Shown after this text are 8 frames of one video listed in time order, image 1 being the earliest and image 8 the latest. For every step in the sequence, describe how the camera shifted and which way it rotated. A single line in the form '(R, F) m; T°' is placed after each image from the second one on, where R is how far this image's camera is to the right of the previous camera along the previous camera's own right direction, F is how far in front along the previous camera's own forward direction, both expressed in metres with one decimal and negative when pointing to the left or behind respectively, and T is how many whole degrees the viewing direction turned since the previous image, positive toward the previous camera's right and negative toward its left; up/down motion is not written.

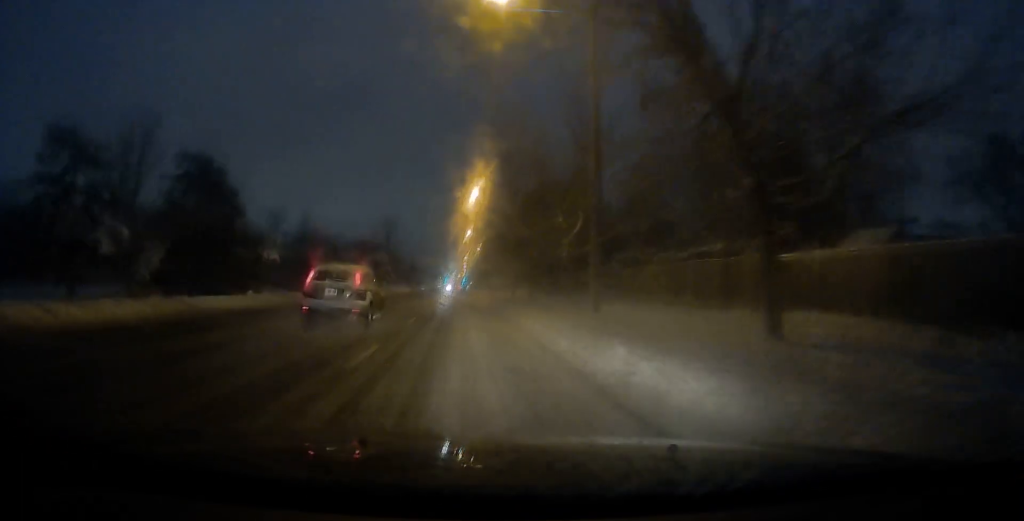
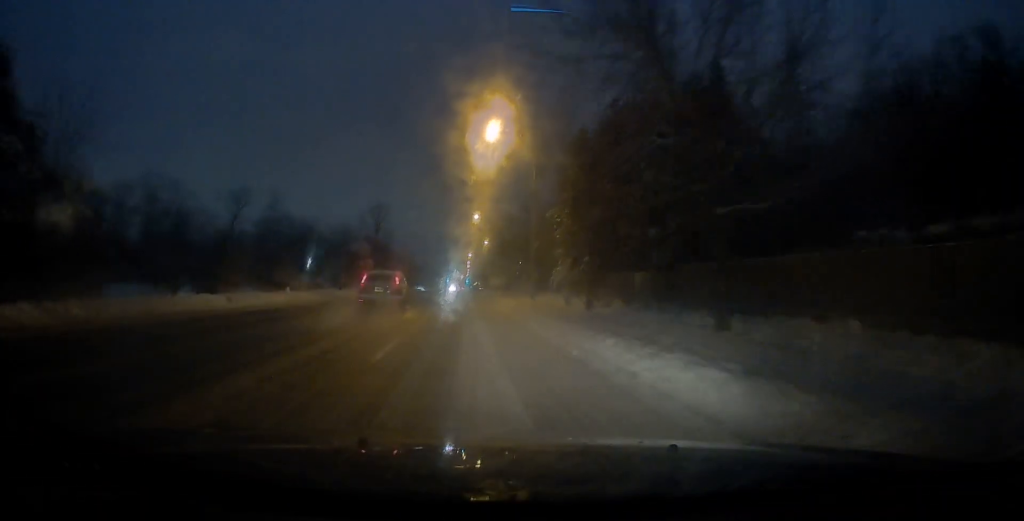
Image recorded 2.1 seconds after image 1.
(-0.1, +26.7) m; -3°
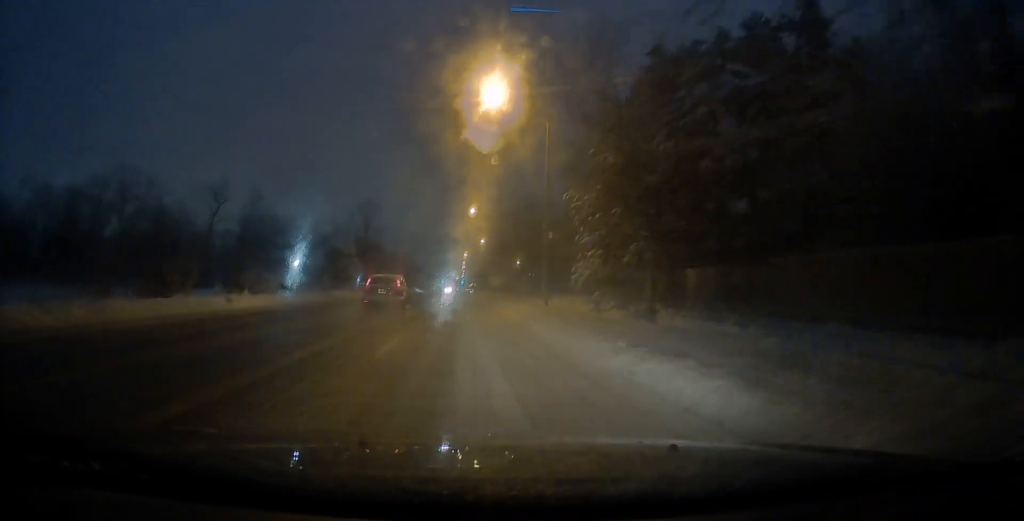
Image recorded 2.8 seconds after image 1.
(-0.1, +7.8) m; 0°
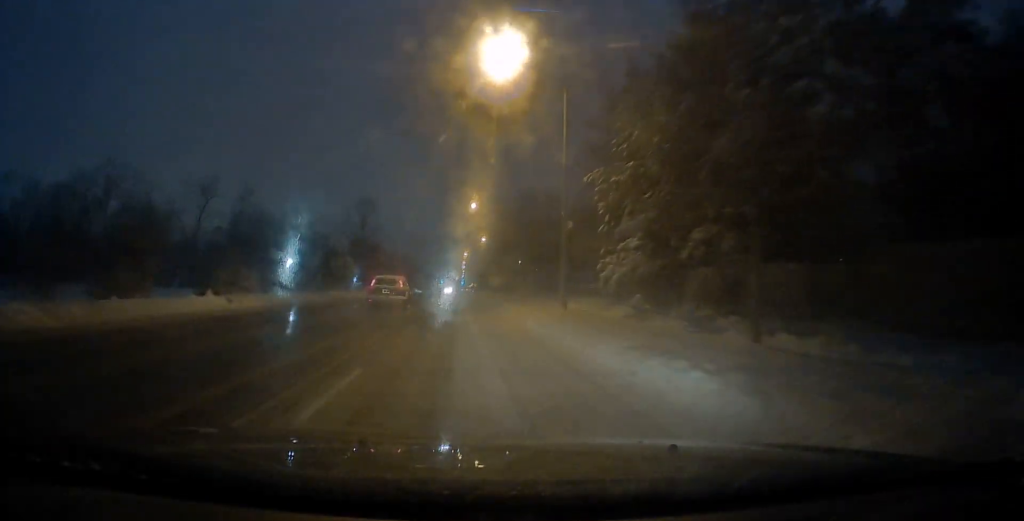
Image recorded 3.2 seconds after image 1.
(-0.1, +5.2) m; +1°
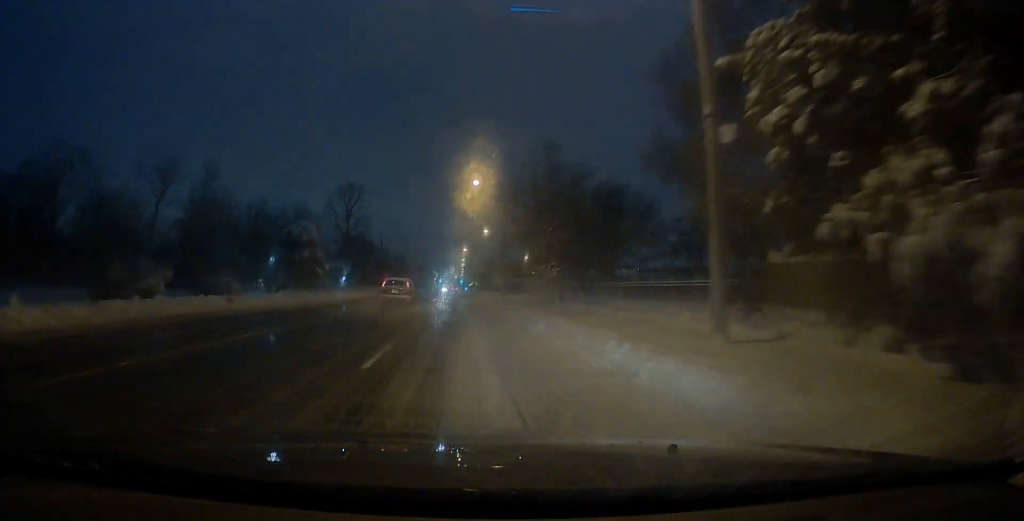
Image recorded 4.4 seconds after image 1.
(+0.4, +14.8) m; +3°
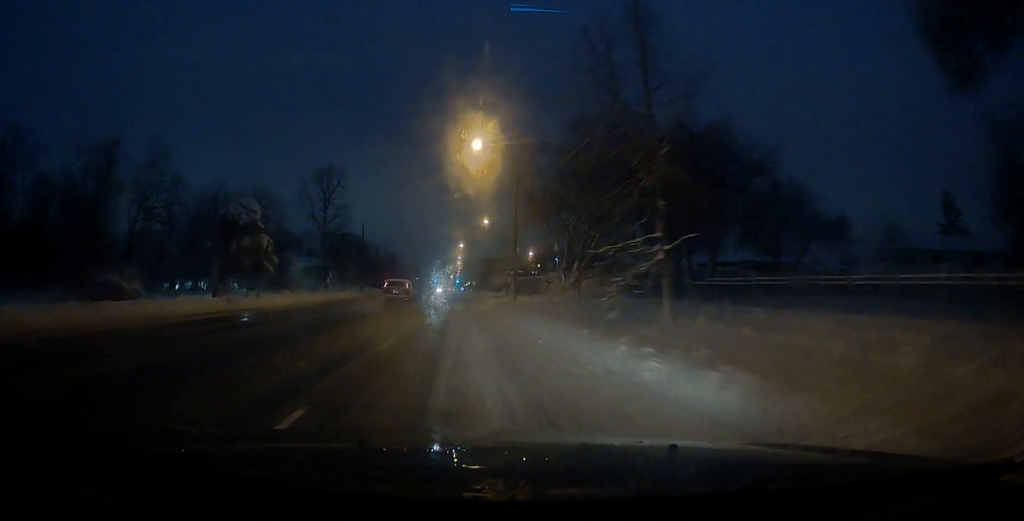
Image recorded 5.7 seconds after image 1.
(+0.1, +14.9) m; 0°
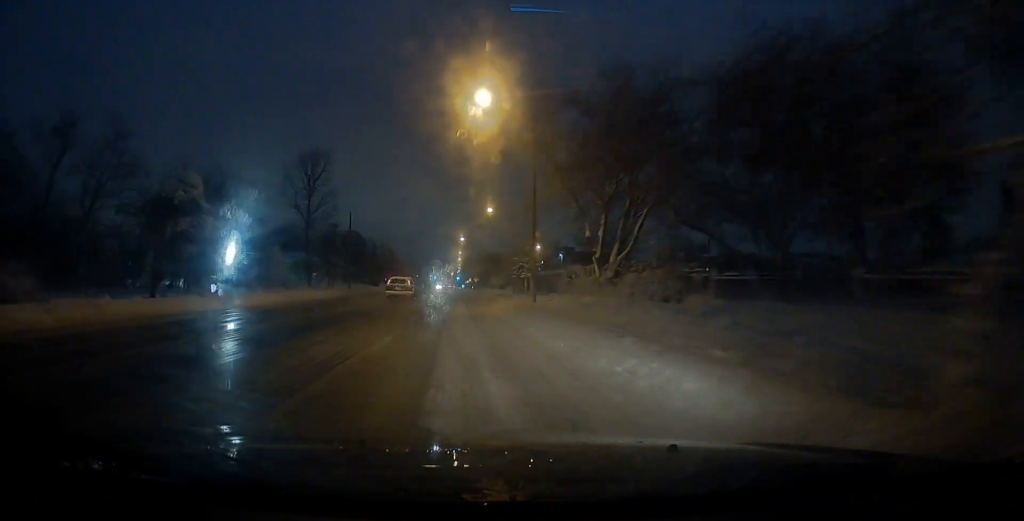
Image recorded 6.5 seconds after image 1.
(0.0, +9.8) m; -1°
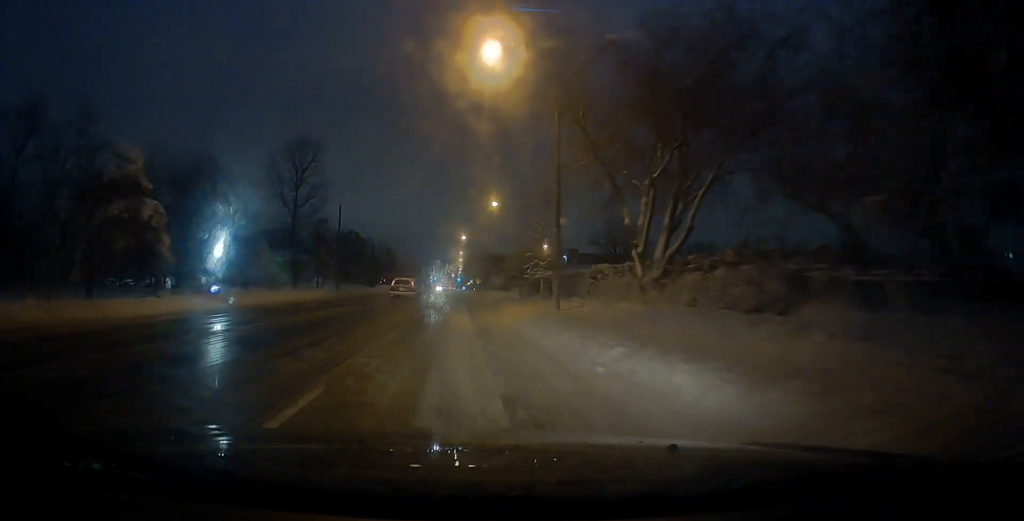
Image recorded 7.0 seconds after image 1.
(-0.2, +7.0) m; +1°
